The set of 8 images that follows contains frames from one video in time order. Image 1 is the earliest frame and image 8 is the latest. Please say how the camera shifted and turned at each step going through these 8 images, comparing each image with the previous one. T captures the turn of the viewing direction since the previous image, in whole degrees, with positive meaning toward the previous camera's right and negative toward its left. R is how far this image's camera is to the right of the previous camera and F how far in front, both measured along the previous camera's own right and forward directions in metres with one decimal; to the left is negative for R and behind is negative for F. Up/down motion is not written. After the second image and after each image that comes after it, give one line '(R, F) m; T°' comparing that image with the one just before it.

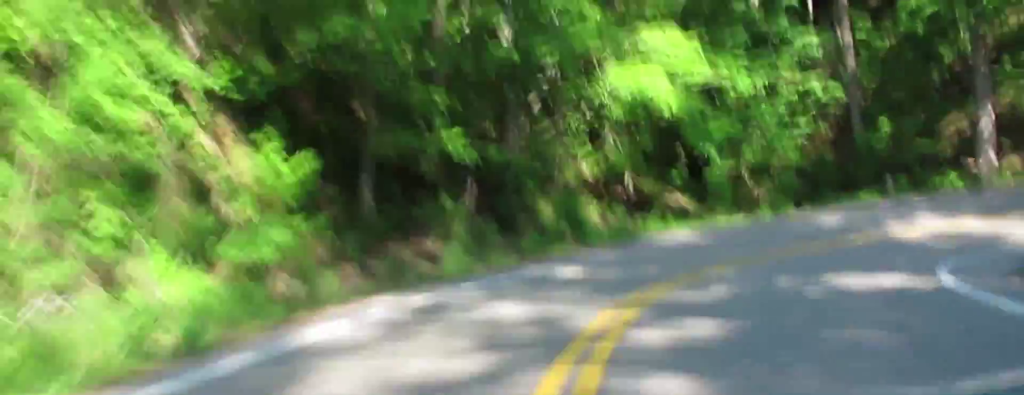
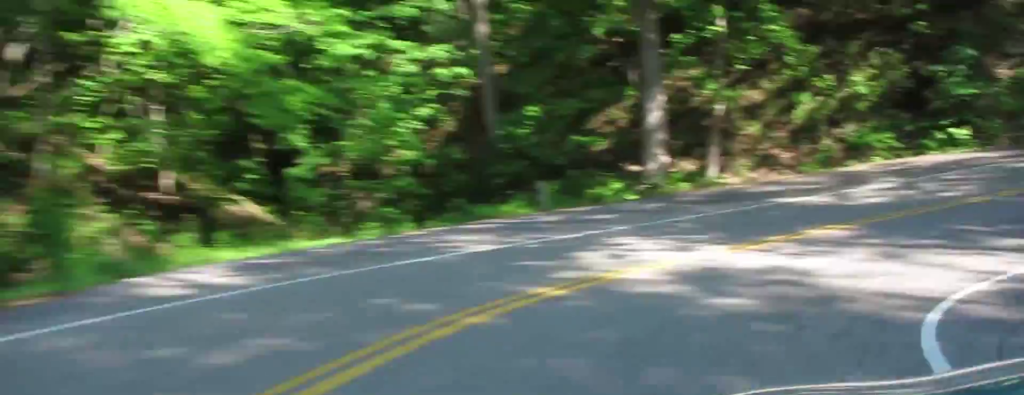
(-0.7, +16.2) m; -4°
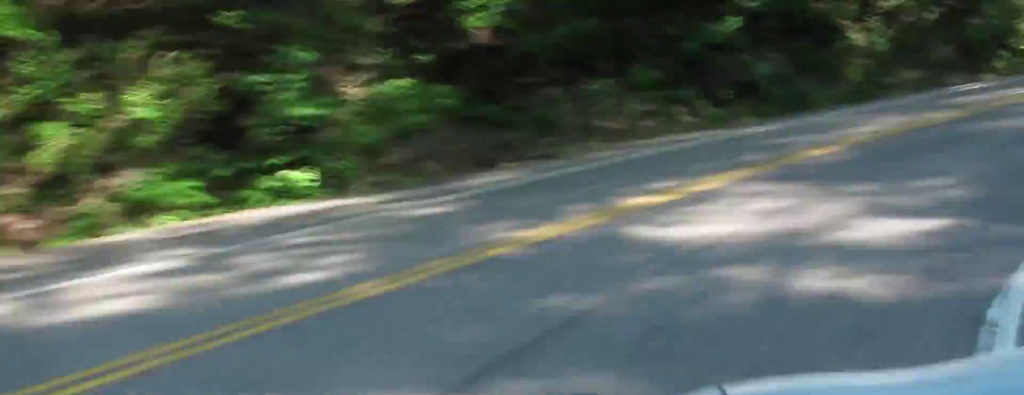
(-0.6, +15.8) m; -2°
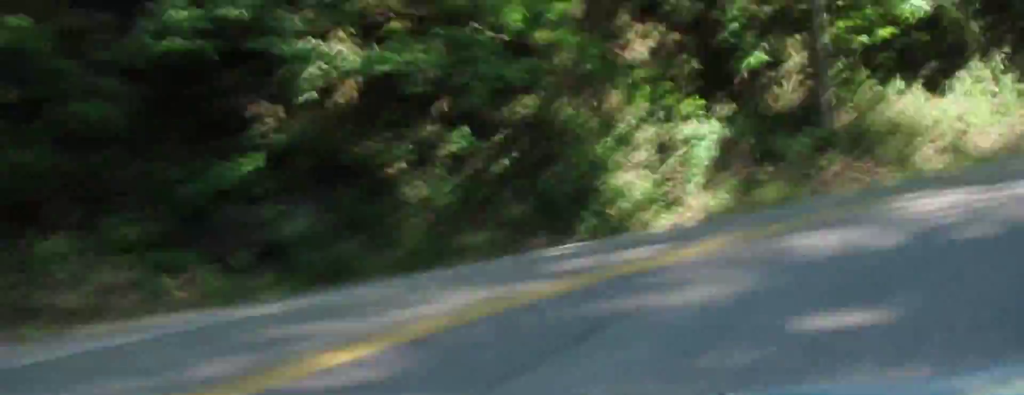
(-0.4, +7.2) m; 0°
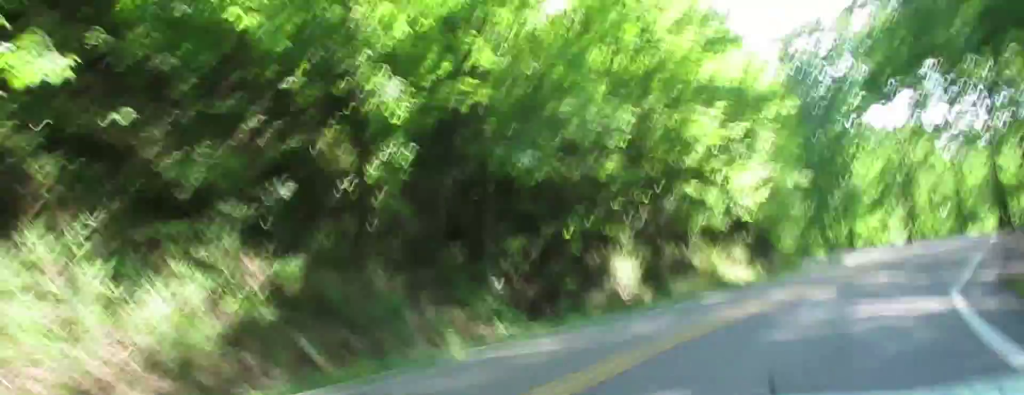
(+0.7, +12.6) m; +15°
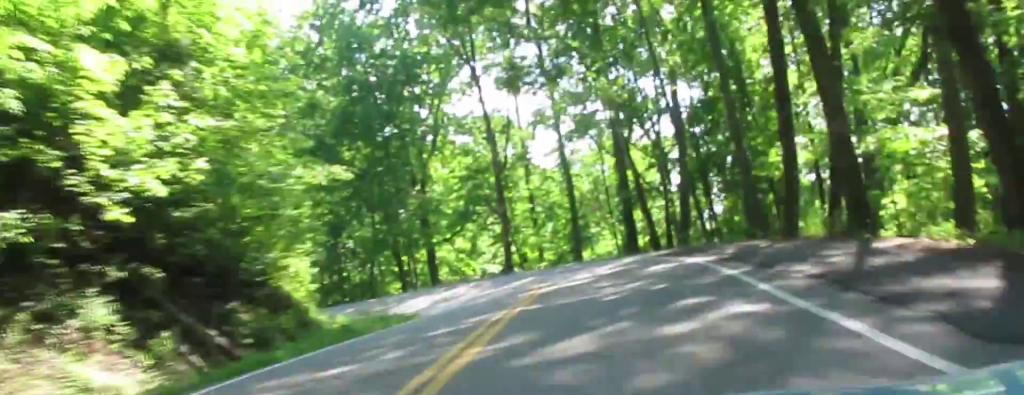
(+10.7, +13.4) m; +58°
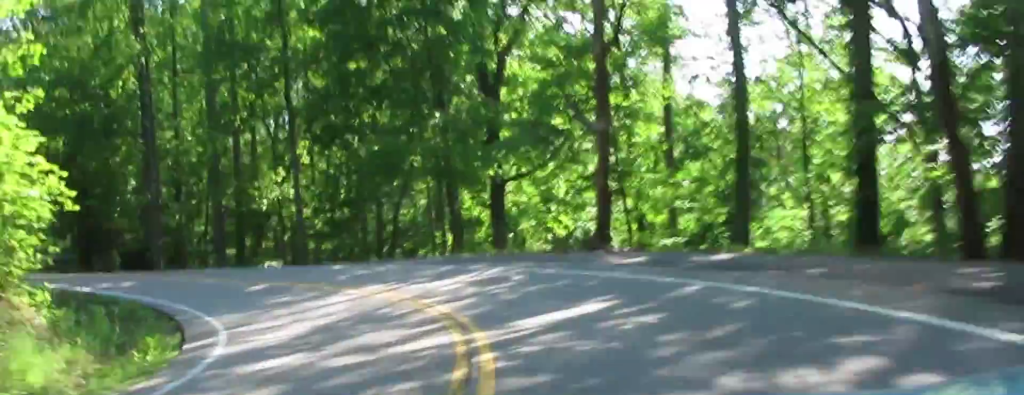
(+0.1, +23.0) m; +16°
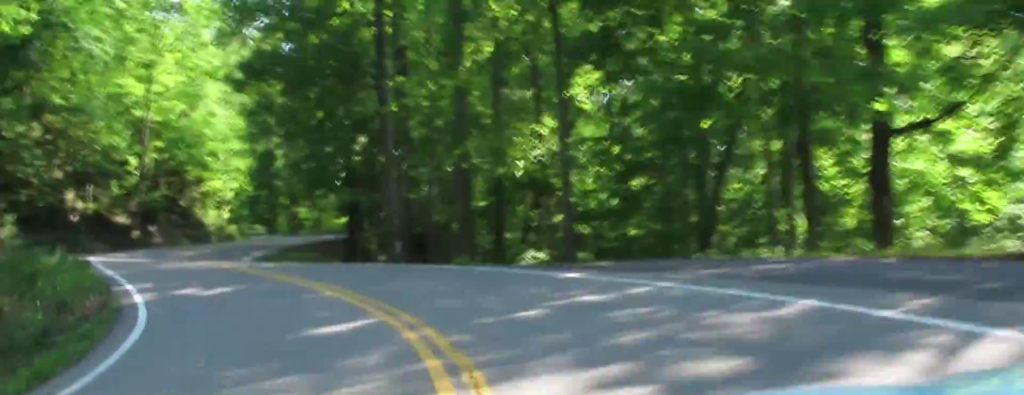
(+4.5, +13.5) m; +47°
